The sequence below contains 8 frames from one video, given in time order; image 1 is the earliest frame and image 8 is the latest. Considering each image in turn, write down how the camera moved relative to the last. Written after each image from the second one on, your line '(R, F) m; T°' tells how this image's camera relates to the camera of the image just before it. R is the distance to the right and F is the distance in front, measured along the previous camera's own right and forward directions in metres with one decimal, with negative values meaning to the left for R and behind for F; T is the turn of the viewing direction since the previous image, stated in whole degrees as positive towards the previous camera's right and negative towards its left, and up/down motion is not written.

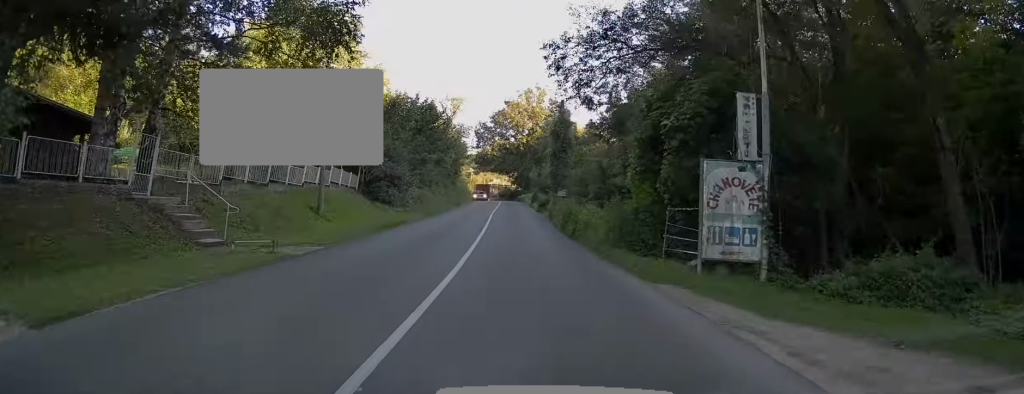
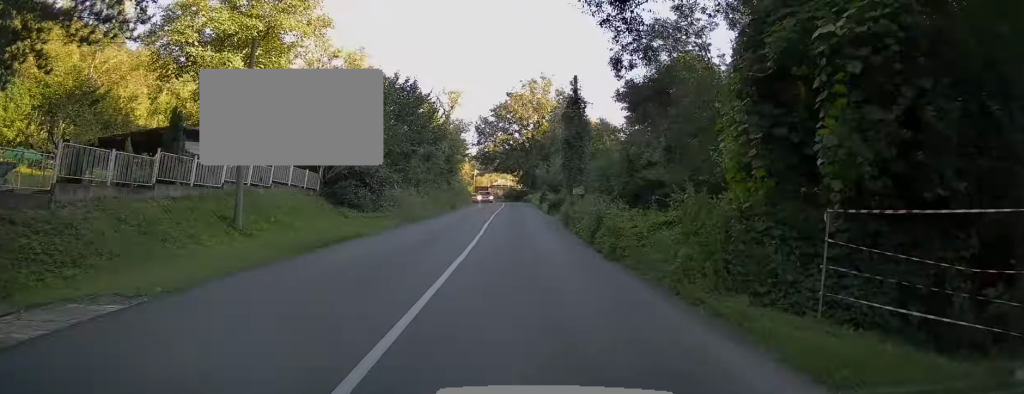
(-0.2, +7.9) m; -1°
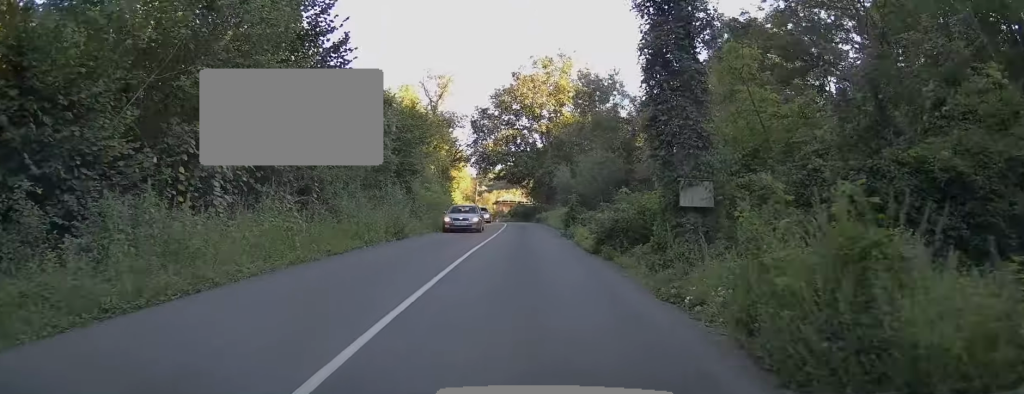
(0.0, +20.5) m; 0°
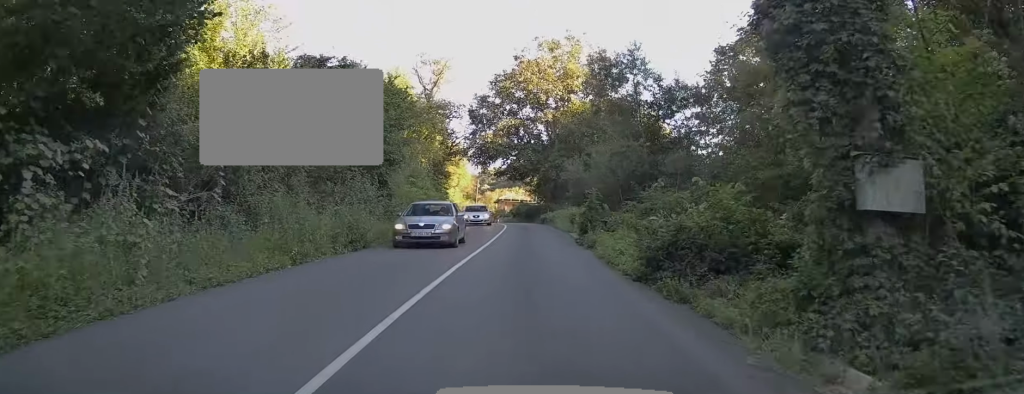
(0.0, +6.1) m; 0°
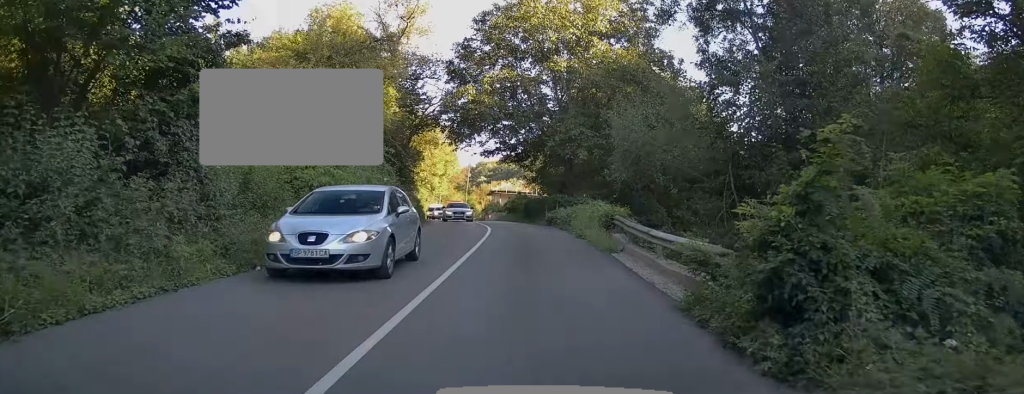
(-0.1, +15.9) m; 0°
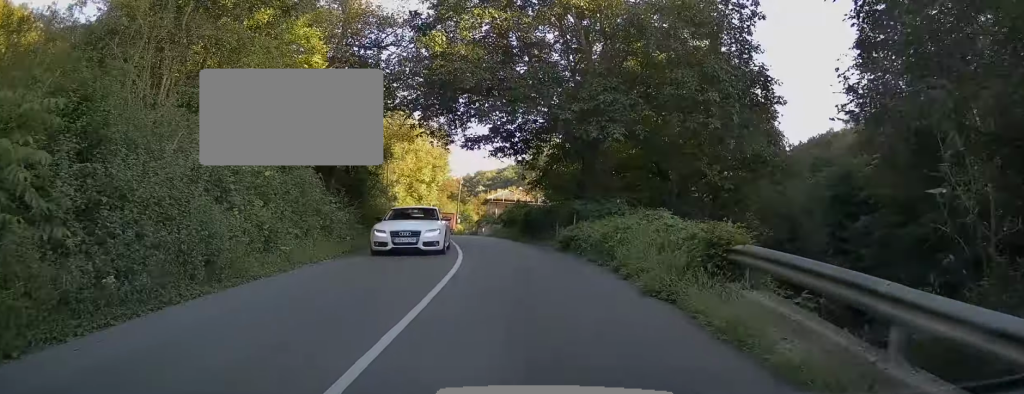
(+0.1, +11.8) m; 0°
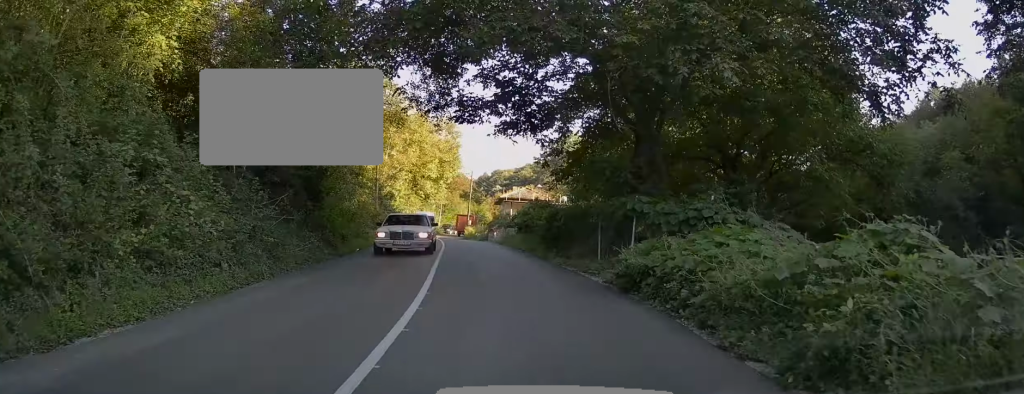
(-0.1, +8.8) m; -3°
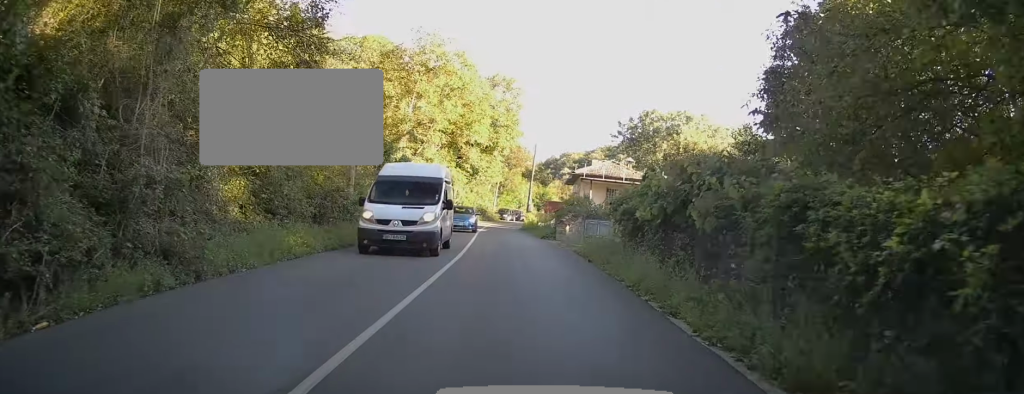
(-1.0, +17.7) m; -5°
